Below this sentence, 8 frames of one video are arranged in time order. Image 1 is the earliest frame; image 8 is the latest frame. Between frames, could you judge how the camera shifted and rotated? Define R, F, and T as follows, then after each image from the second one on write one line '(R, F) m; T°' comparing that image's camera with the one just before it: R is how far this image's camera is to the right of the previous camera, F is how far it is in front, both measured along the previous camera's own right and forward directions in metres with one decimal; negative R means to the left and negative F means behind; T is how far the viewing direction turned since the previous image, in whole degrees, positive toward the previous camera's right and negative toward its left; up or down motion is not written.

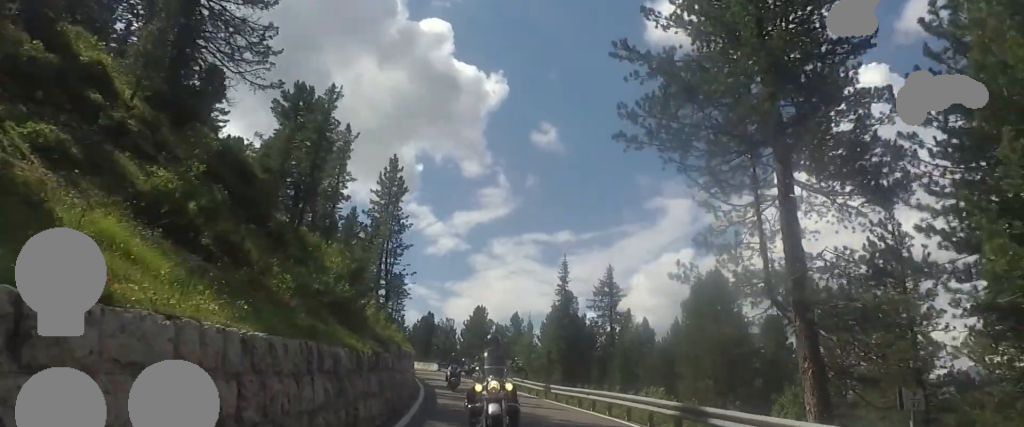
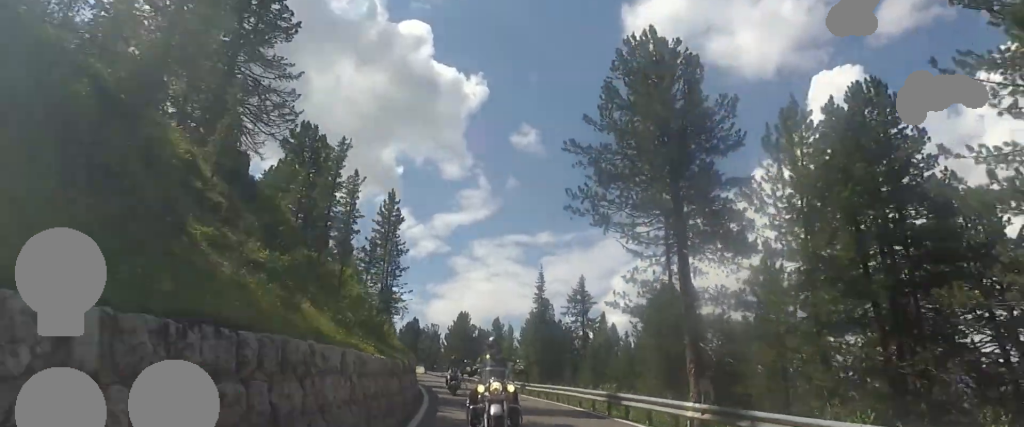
(+0.7, +6.7) m; +5°
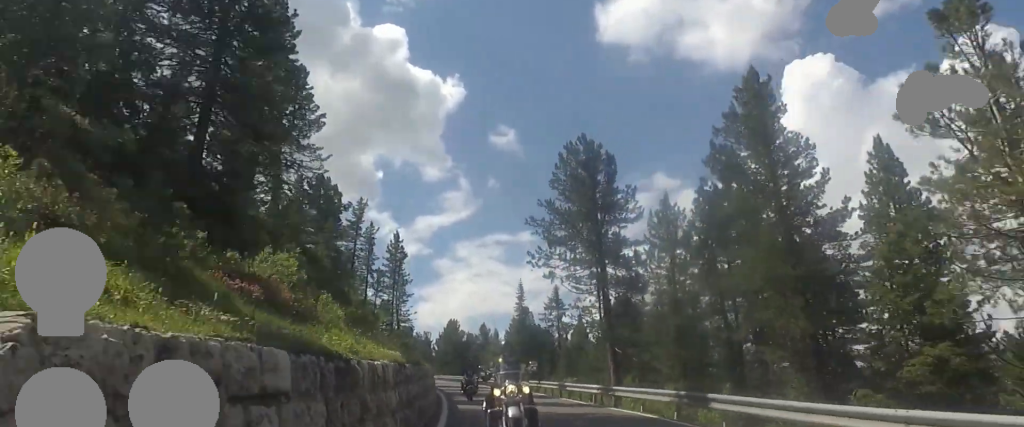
(-0.1, +11.3) m; 0°
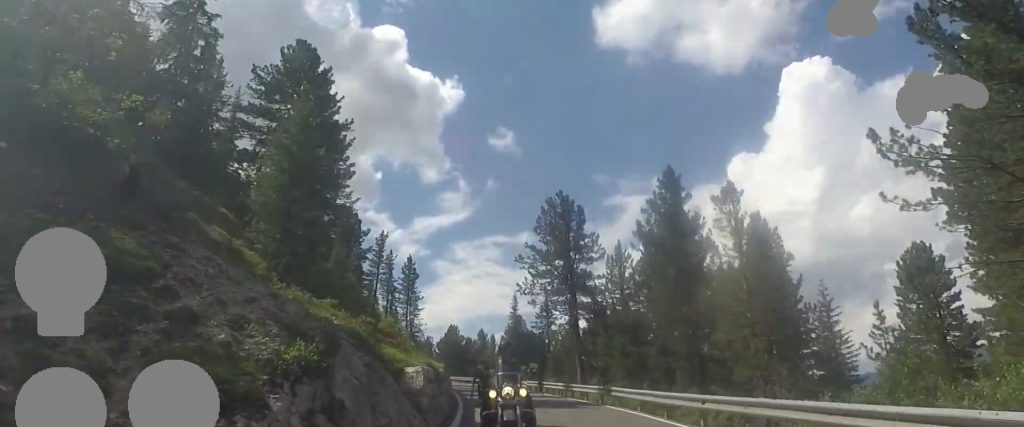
(0.0, +10.6) m; -7°
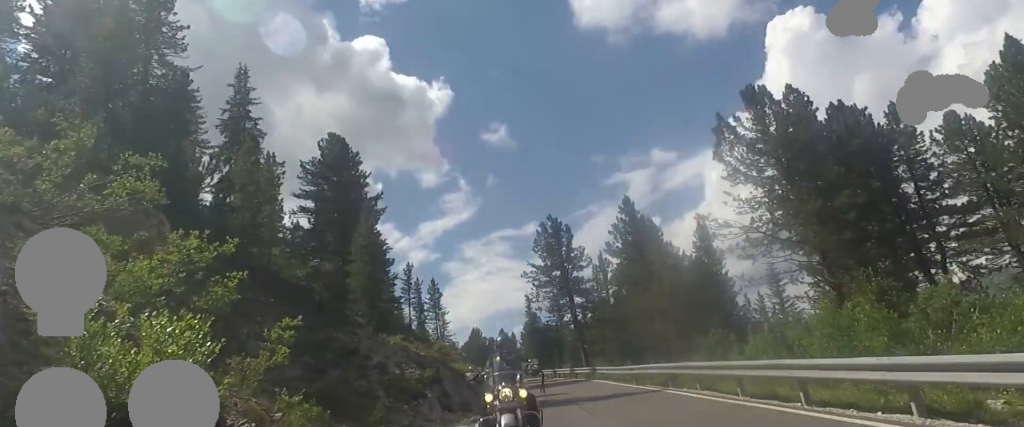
(-0.9, +10.6) m; -3°
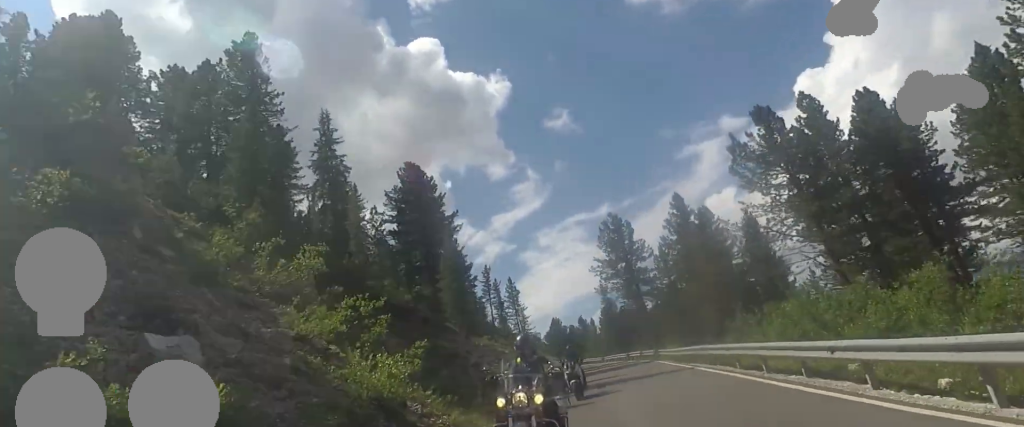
(+0.6, +5.7) m; -3°
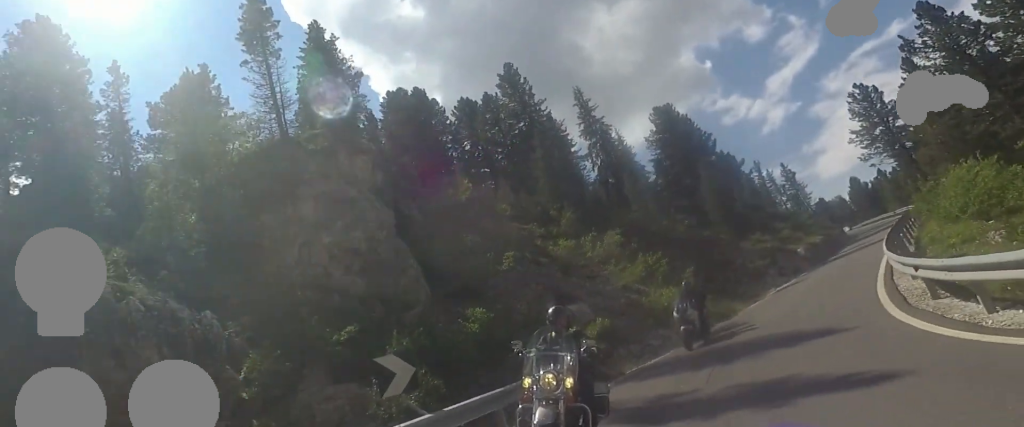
(-4.2, +11.9) m; -37°
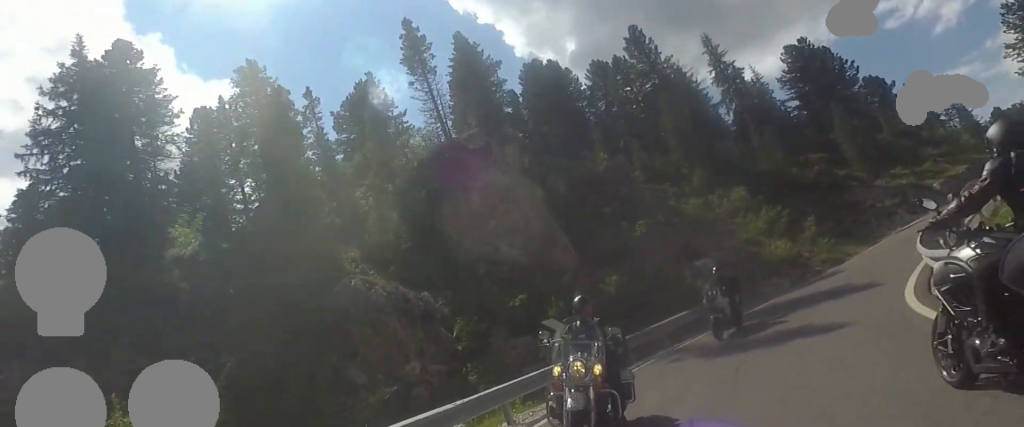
(-0.6, +5.3) m; -14°
